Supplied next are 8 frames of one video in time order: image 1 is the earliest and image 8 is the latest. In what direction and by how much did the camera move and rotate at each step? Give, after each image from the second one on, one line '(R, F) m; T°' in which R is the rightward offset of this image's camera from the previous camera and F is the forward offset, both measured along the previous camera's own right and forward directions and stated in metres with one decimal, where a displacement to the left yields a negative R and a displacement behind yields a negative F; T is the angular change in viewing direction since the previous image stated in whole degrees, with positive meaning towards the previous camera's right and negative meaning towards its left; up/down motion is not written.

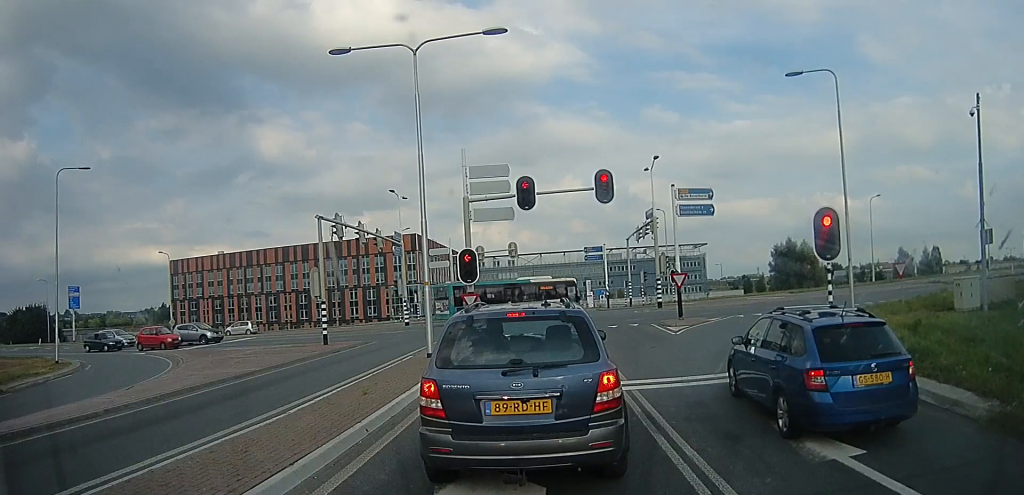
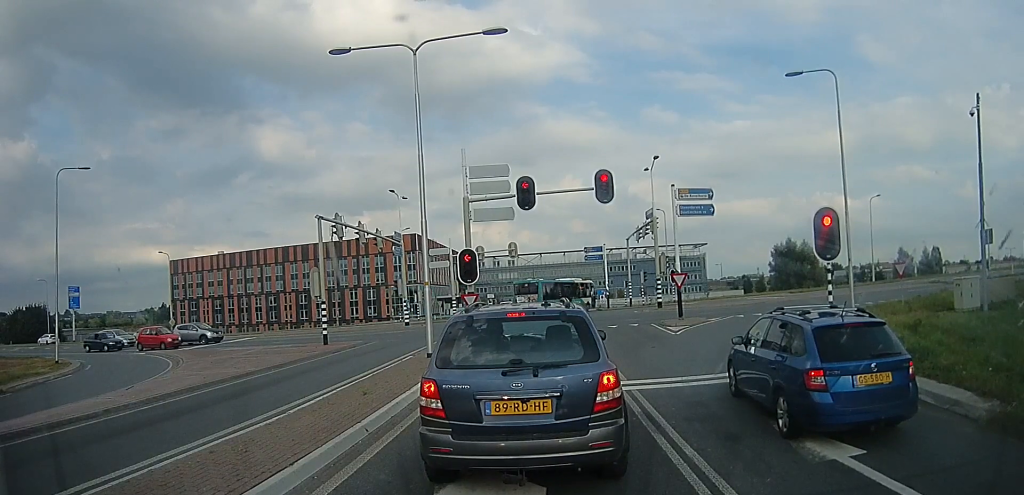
(0.0, 0.0) m; 0°
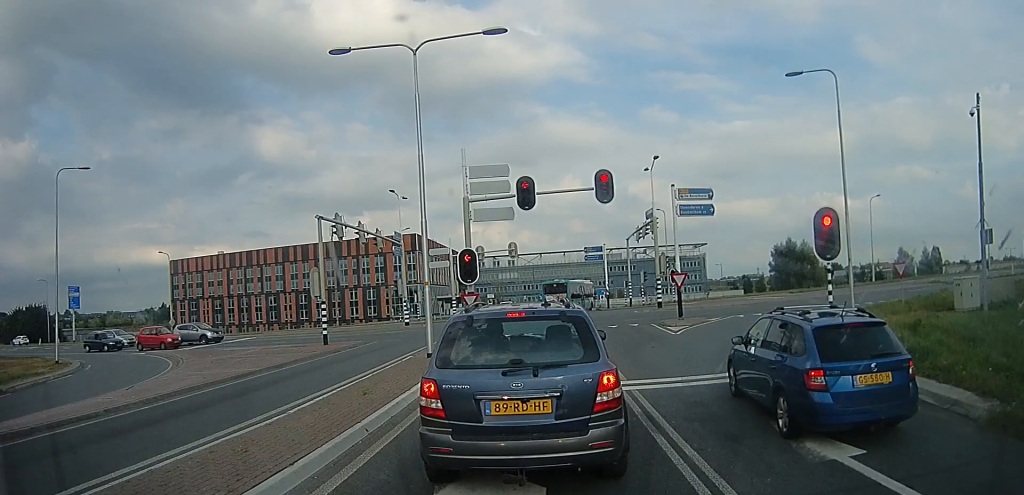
(0.0, 0.0) m; 0°
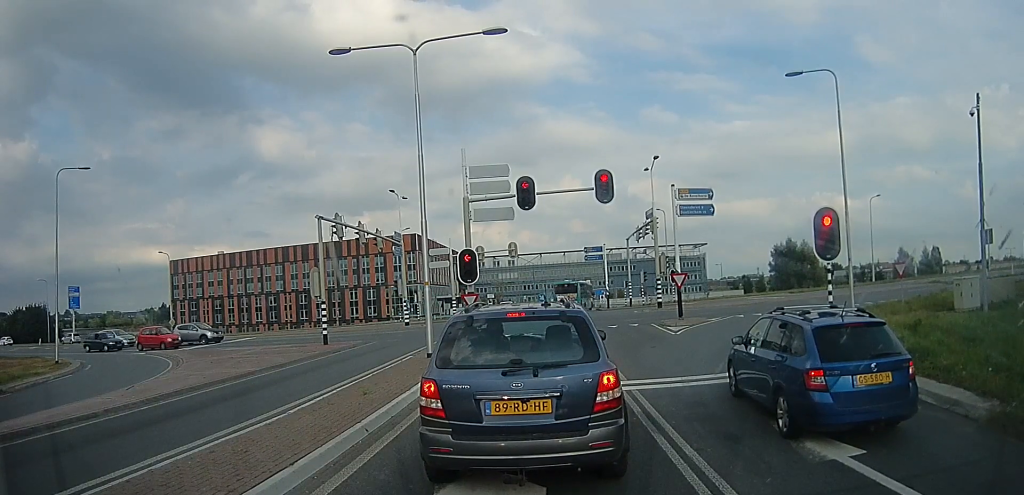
(0.0, 0.0) m; 0°
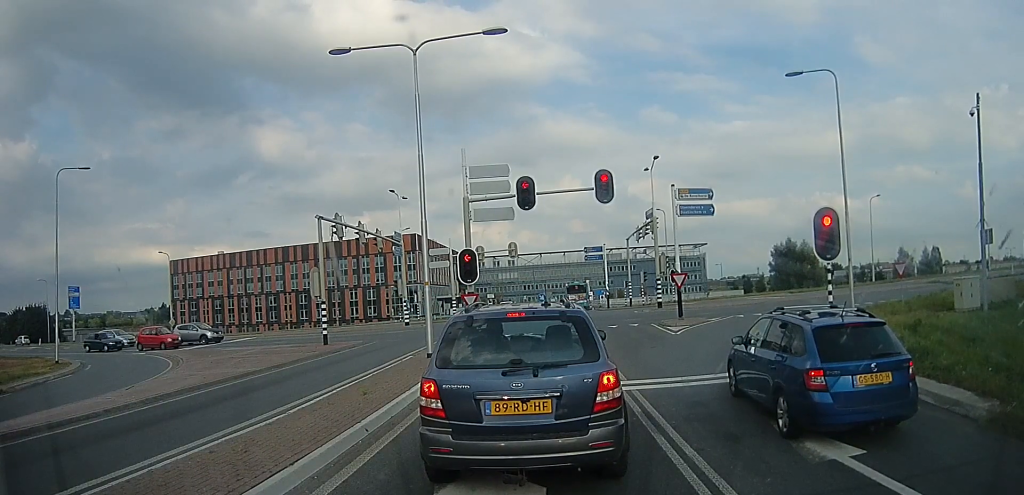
(0.0, 0.0) m; 0°
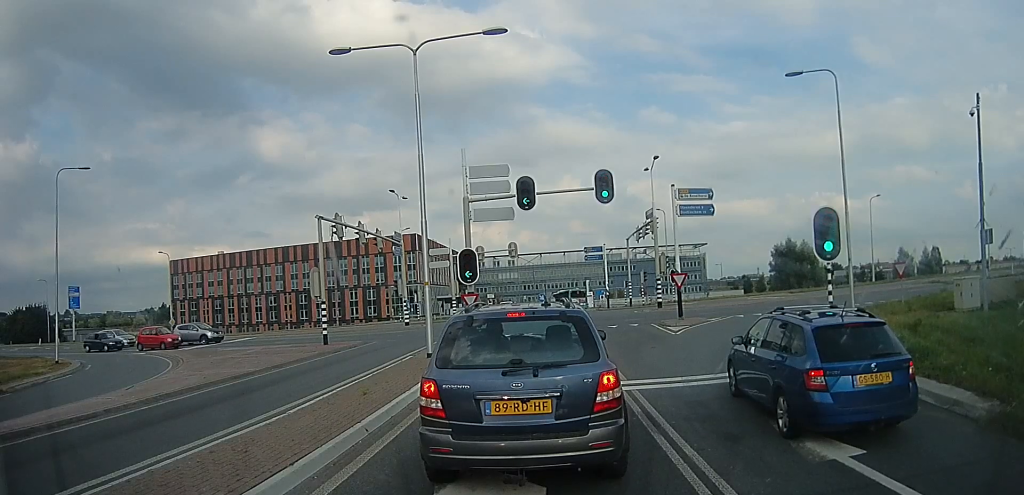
(0.0, 0.0) m; 0°
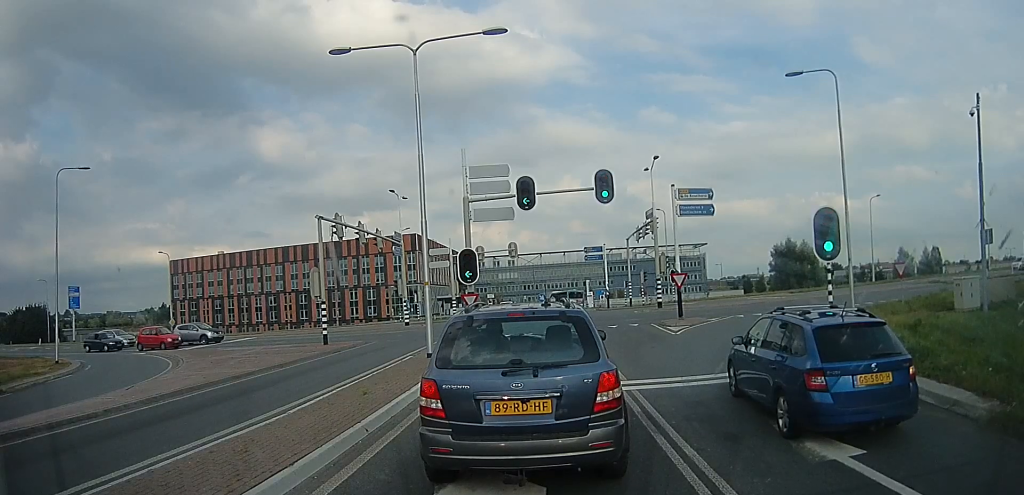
(0.0, 0.0) m; 0°
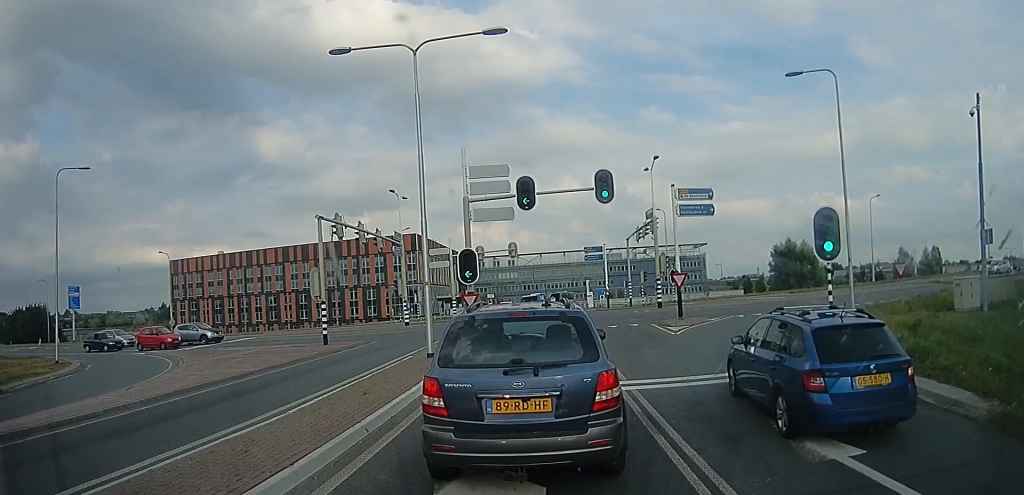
(0.0, 0.0) m; 0°
